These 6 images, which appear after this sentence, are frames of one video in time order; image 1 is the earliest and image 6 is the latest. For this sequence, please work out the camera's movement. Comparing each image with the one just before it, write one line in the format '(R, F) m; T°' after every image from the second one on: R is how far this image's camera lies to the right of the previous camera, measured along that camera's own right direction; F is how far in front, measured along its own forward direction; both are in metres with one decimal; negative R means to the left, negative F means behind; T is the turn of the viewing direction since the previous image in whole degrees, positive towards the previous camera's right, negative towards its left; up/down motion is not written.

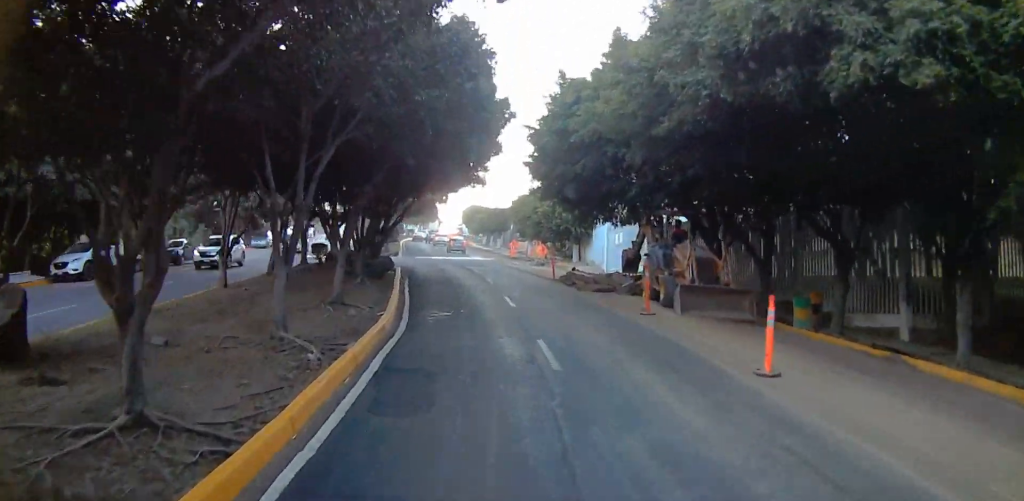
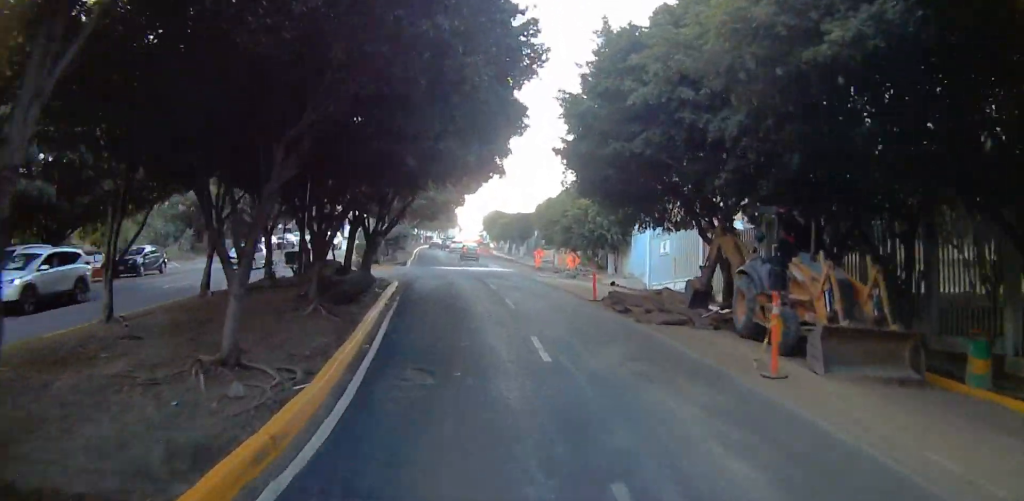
(0.0, +8.1) m; 0°
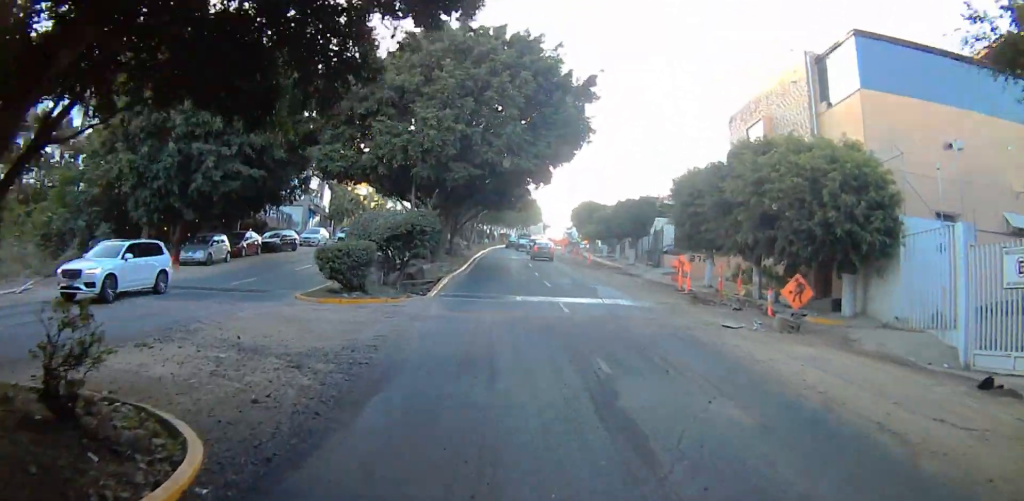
(0.0, +24.5) m; 0°
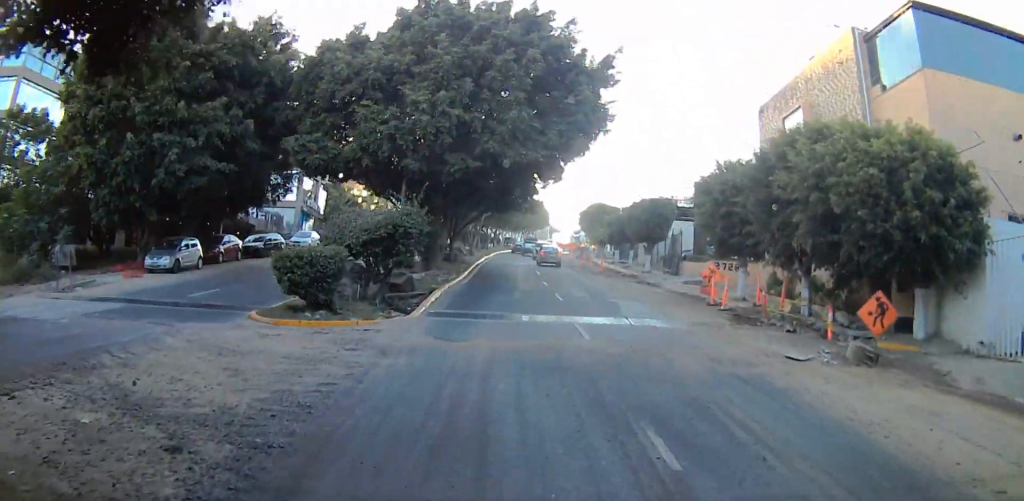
(0.0, +4.1) m; 0°
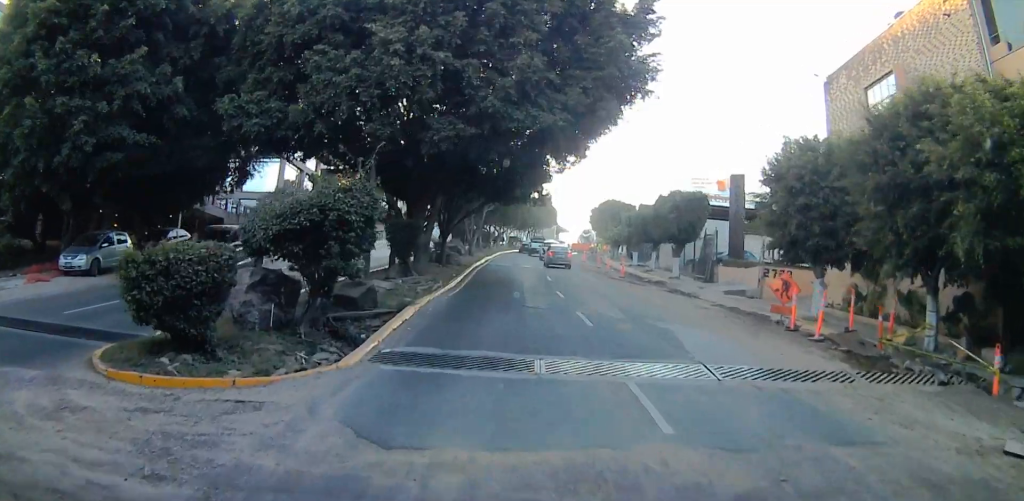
(0.0, +6.8) m; 0°
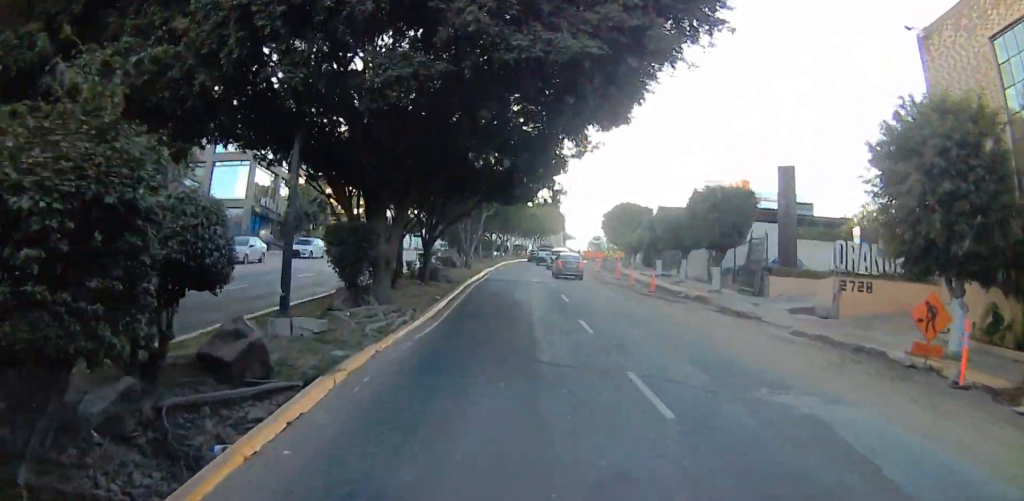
(0.0, +7.8) m; 0°
